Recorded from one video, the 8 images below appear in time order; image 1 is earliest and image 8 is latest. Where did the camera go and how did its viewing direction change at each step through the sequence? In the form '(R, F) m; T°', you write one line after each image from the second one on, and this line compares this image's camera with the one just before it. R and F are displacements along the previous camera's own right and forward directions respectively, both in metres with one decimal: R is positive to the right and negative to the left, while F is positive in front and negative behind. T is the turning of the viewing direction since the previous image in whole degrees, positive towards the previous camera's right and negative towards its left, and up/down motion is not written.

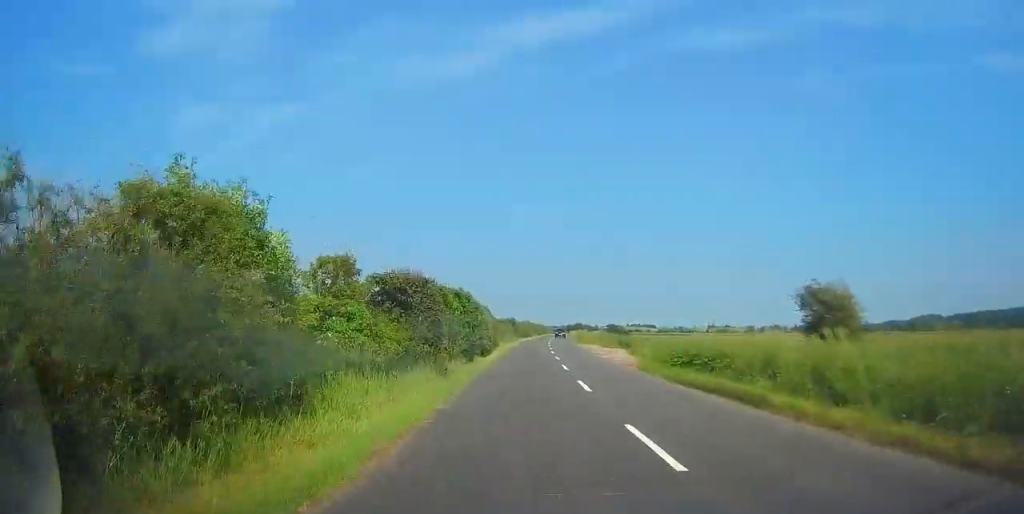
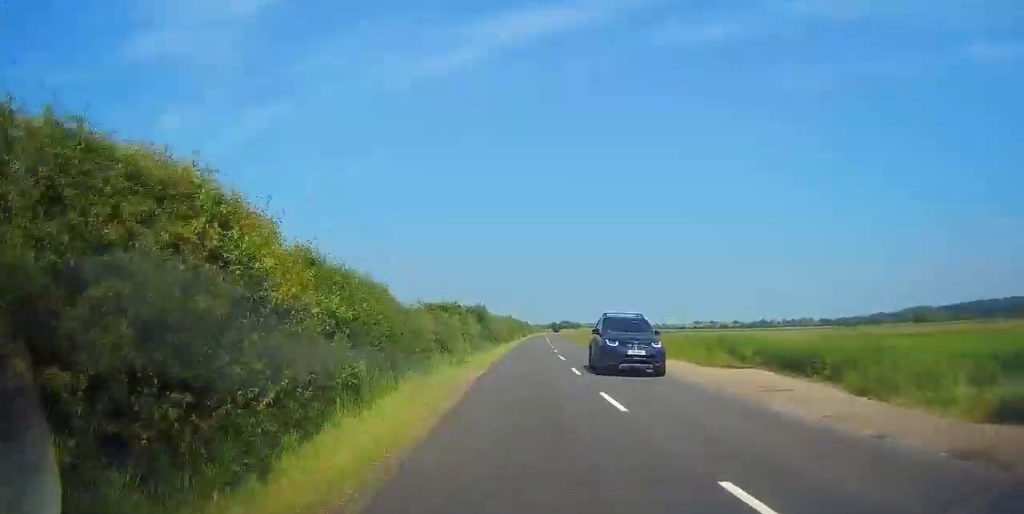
(+0.2, +40.2) m; +1°
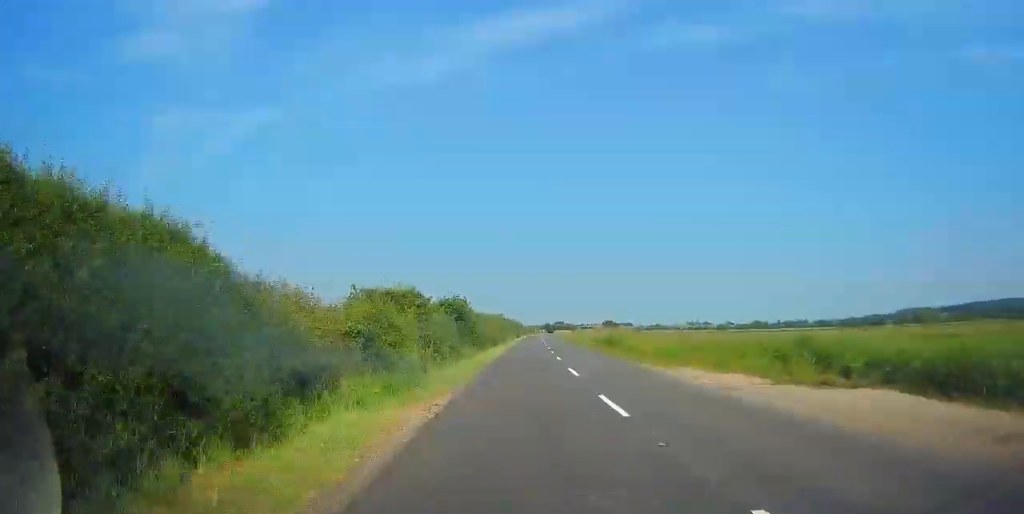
(+0.3, +10.0) m; +1°
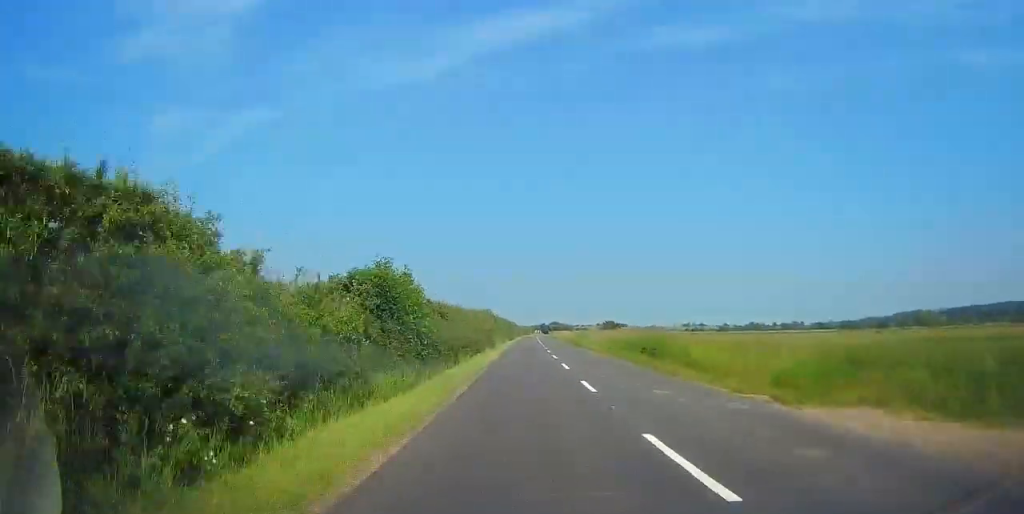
(+0.2, +14.2) m; +1°
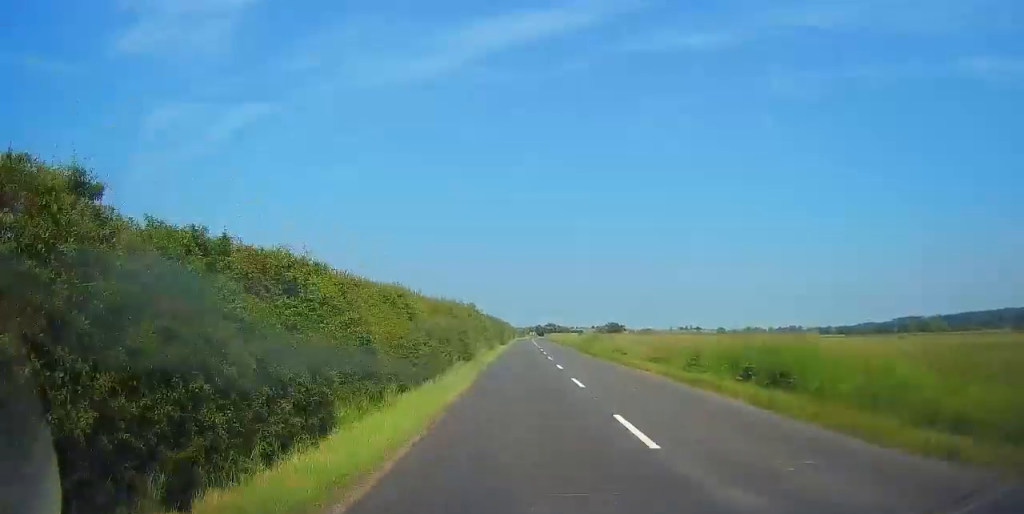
(0.0, +14.9) m; 0°
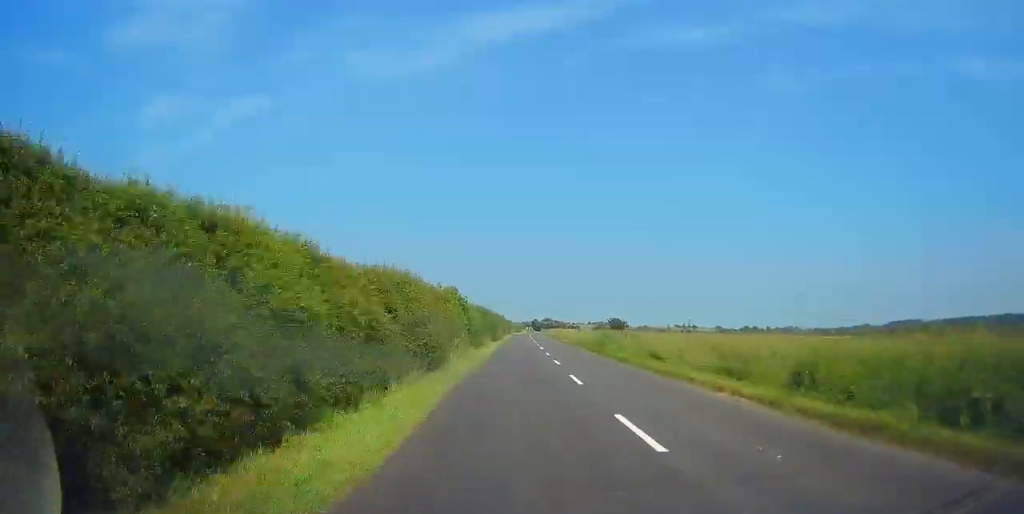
(0.0, +9.6) m; 0°
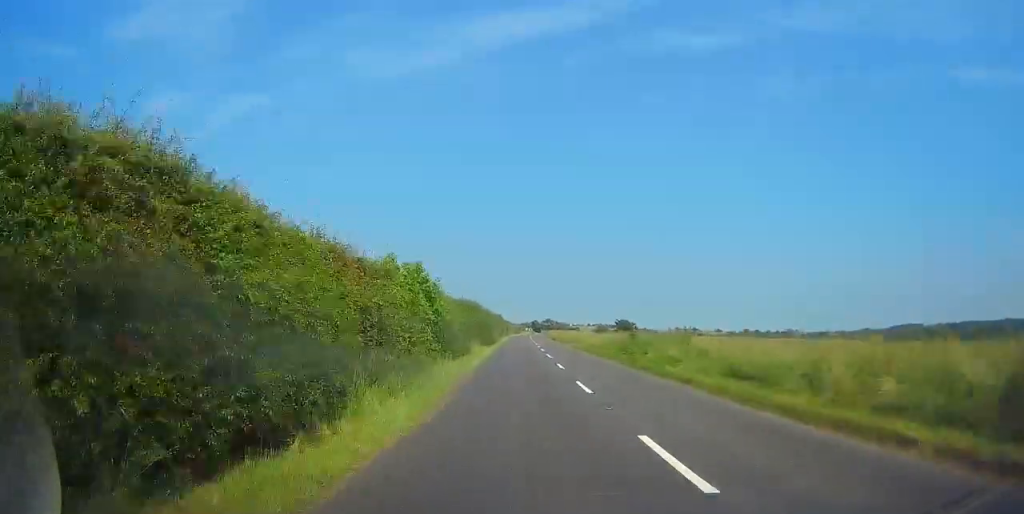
(0.0, +10.8) m; 0°
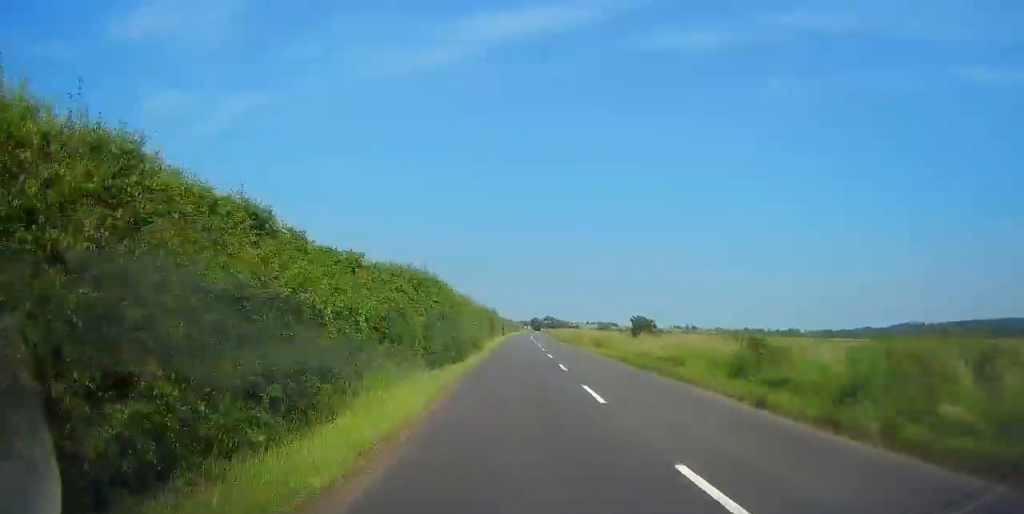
(0.0, +20.0) m; 0°
